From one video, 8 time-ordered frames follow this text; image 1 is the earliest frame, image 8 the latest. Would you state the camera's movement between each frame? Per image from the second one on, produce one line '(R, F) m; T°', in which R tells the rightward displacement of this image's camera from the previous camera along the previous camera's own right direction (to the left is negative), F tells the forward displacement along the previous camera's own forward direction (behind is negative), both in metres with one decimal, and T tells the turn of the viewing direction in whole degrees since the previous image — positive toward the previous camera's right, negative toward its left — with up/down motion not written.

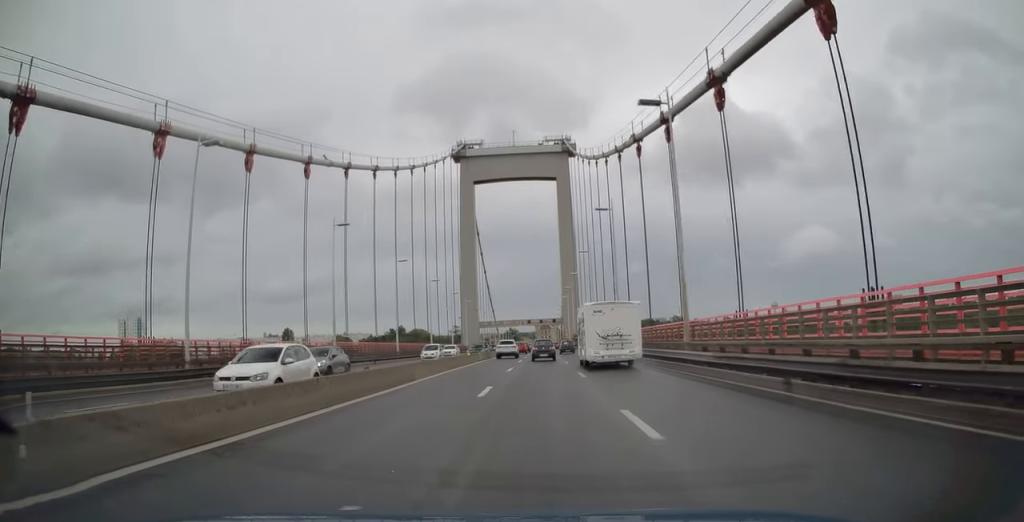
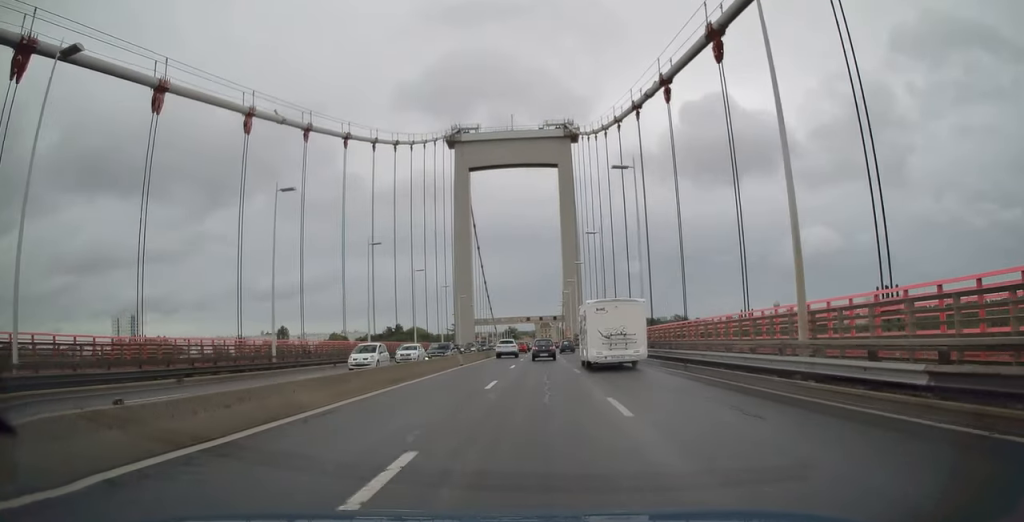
(+0.1, +10.6) m; 0°
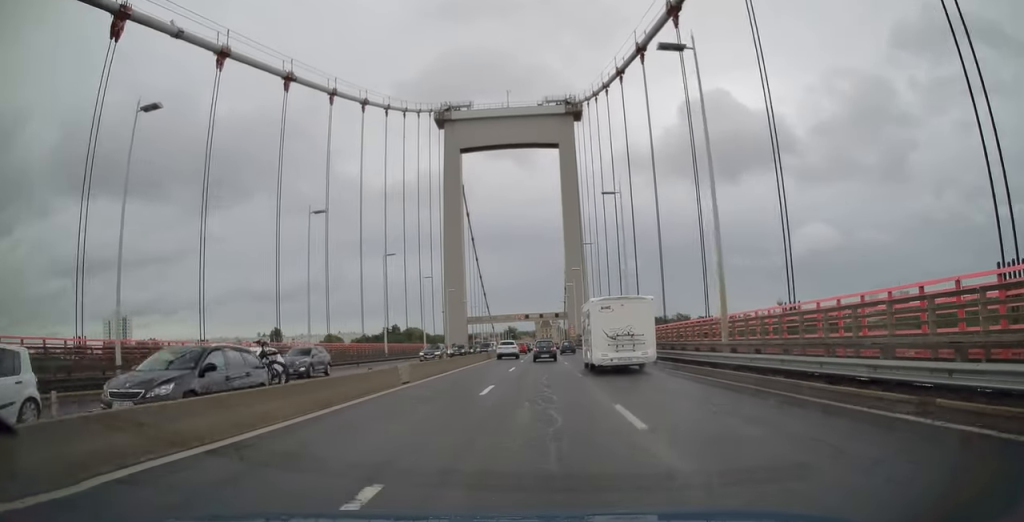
(-0.4, +14.4) m; 0°
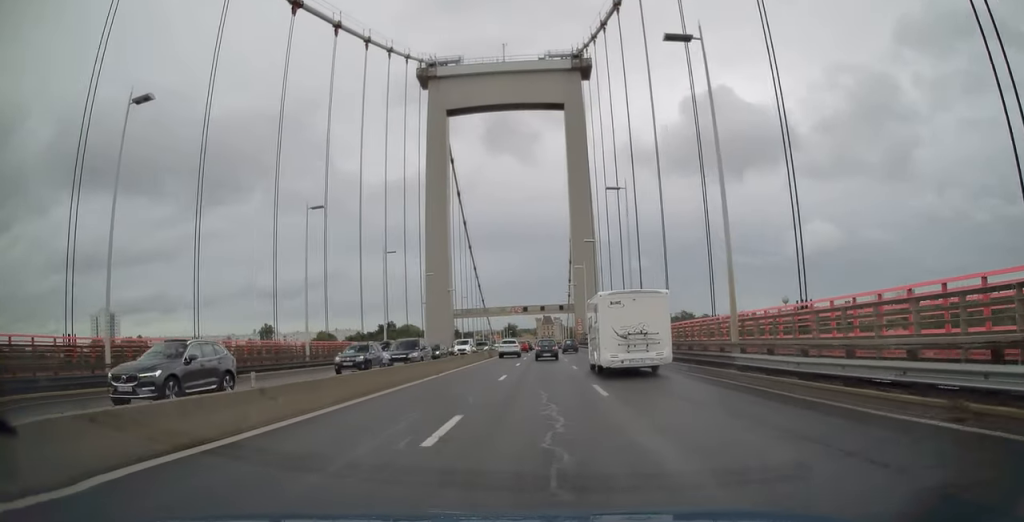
(+0.5, +20.8) m; 0°
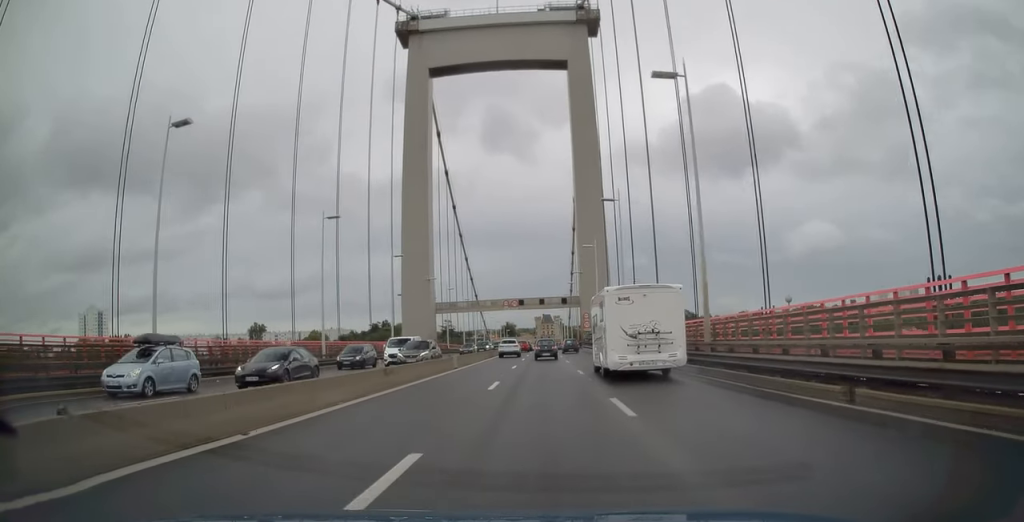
(-0.4, +17.0) m; -1°
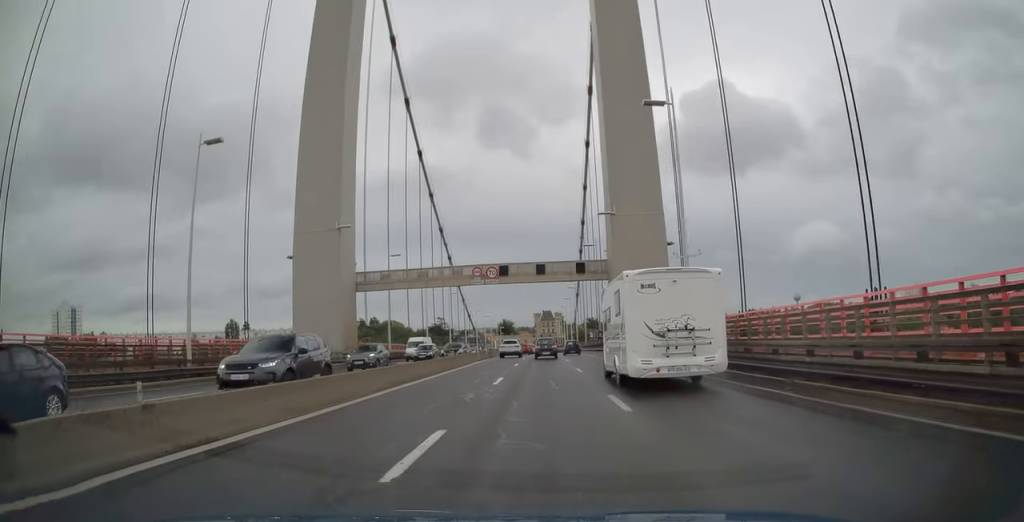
(+0.9, +37.2) m; +1°
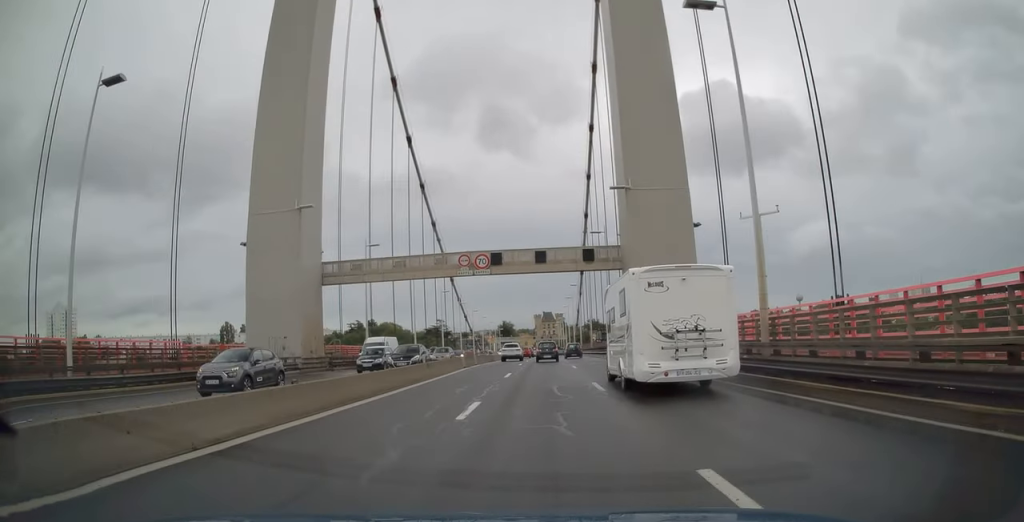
(-0.2, +7.9) m; -1°
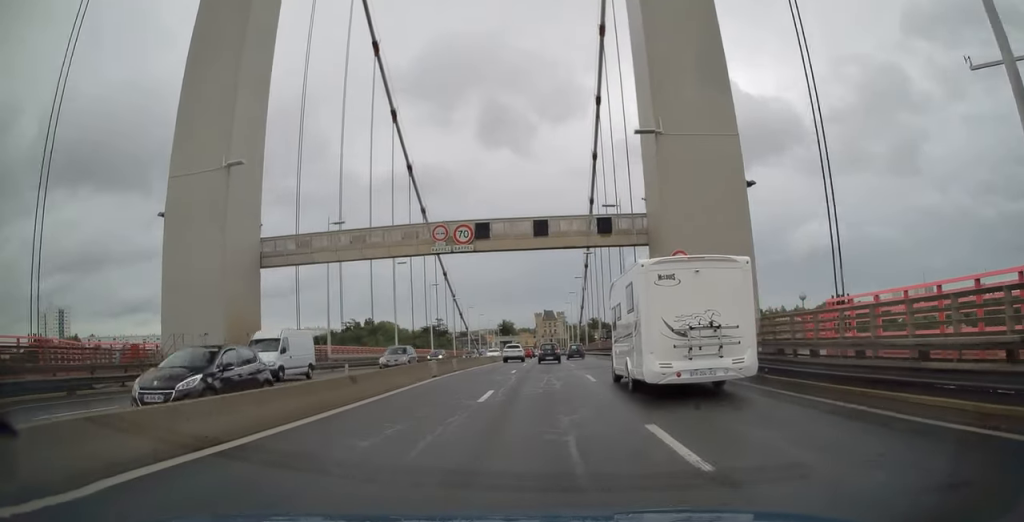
(-0.1, +9.8) m; -1°
